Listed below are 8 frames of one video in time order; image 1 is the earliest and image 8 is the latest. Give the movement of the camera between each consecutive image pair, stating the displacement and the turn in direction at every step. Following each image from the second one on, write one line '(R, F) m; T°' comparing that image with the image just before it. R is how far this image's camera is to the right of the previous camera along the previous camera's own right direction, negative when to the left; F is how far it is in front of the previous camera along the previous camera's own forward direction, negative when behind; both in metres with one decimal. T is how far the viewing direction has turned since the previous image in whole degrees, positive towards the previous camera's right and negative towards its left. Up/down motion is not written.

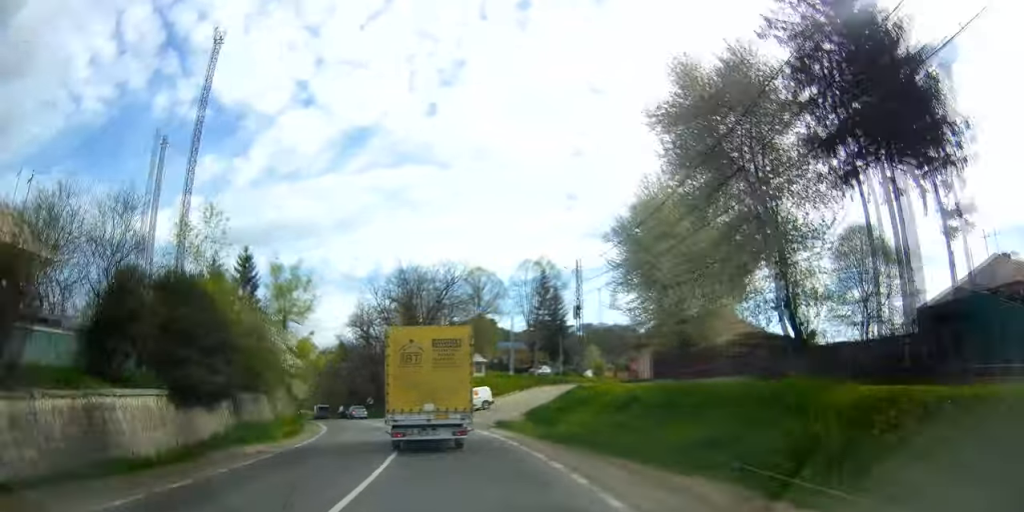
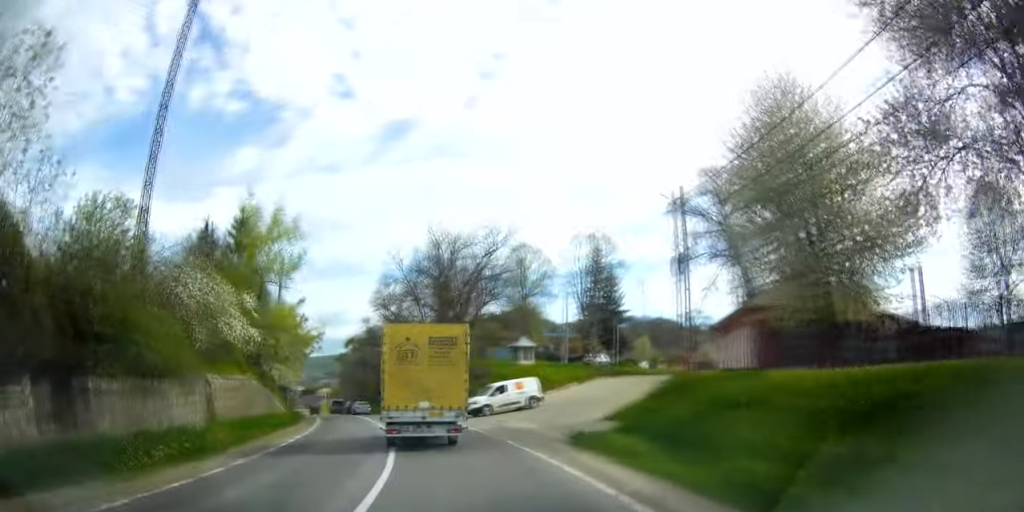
(-0.1, +12.2) m; +2°
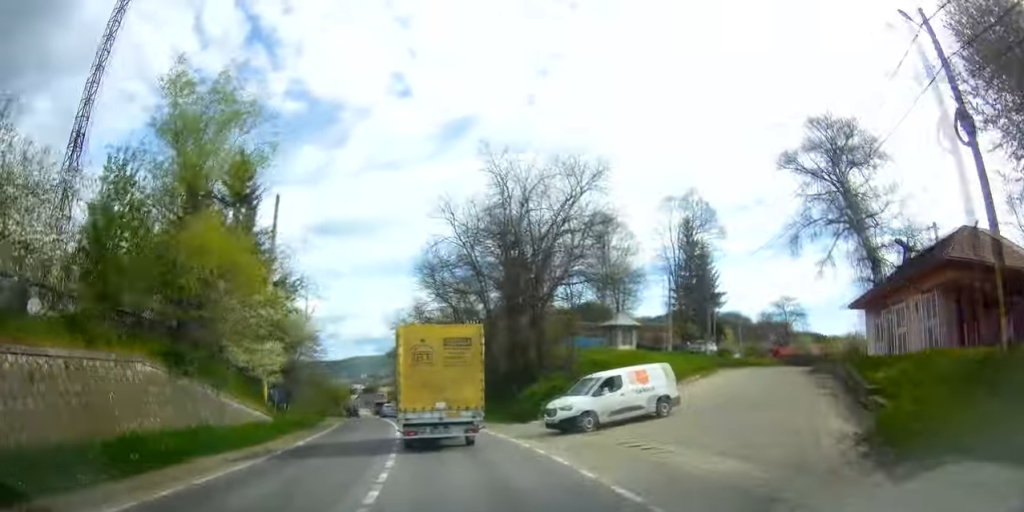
(+0.6, +14.3) m; -5°
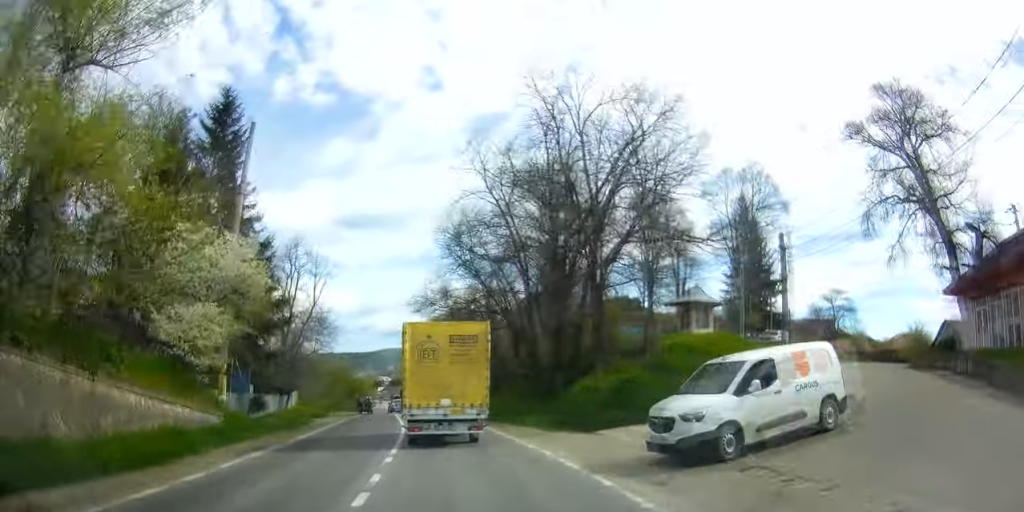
(-0.1, +8.8) m; -5°
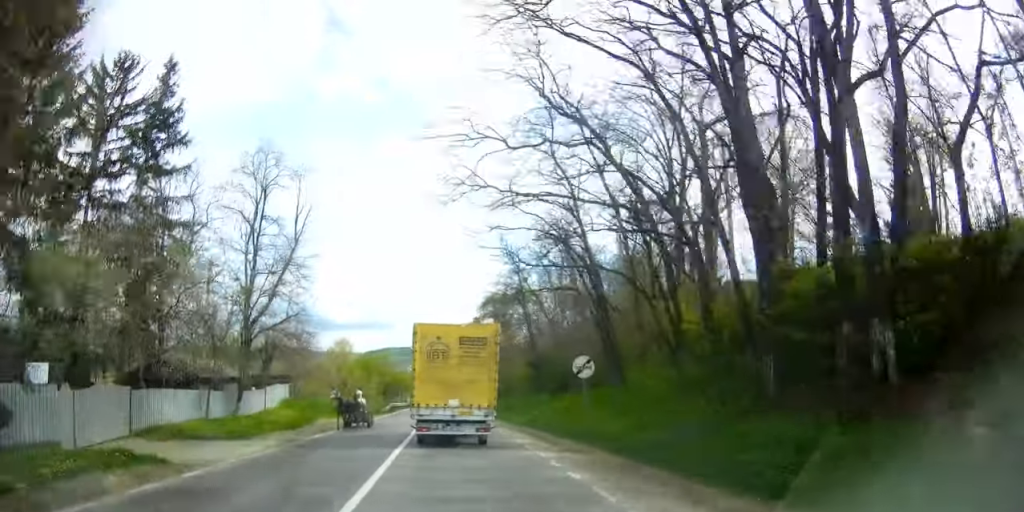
(-3.6, +24.9) m; -9°
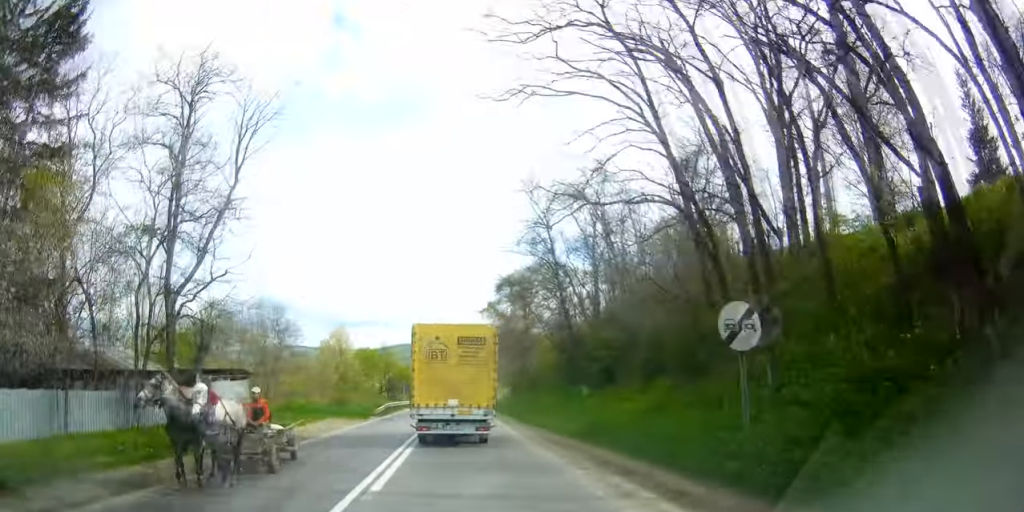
(0.0, +11.9) m; -1°
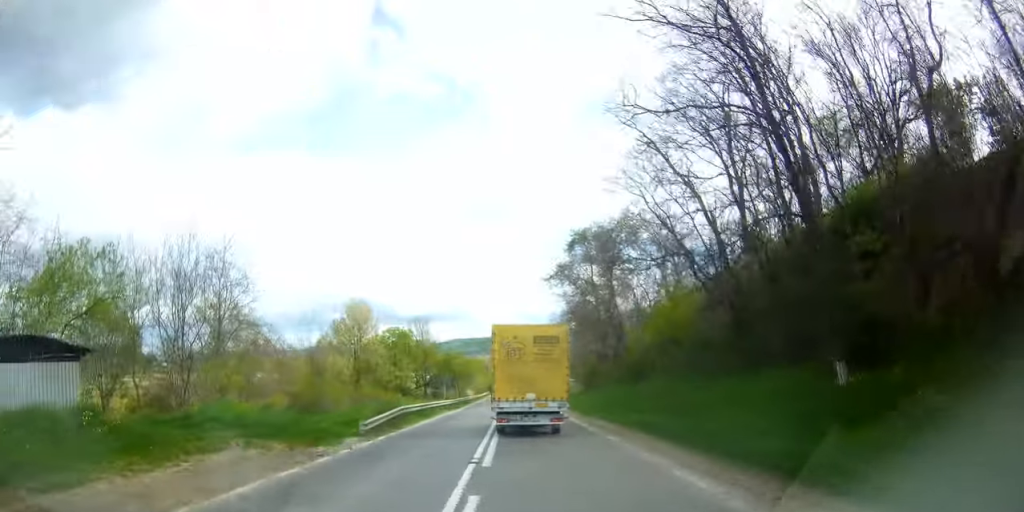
(-0.3, +17.6) m; -1°
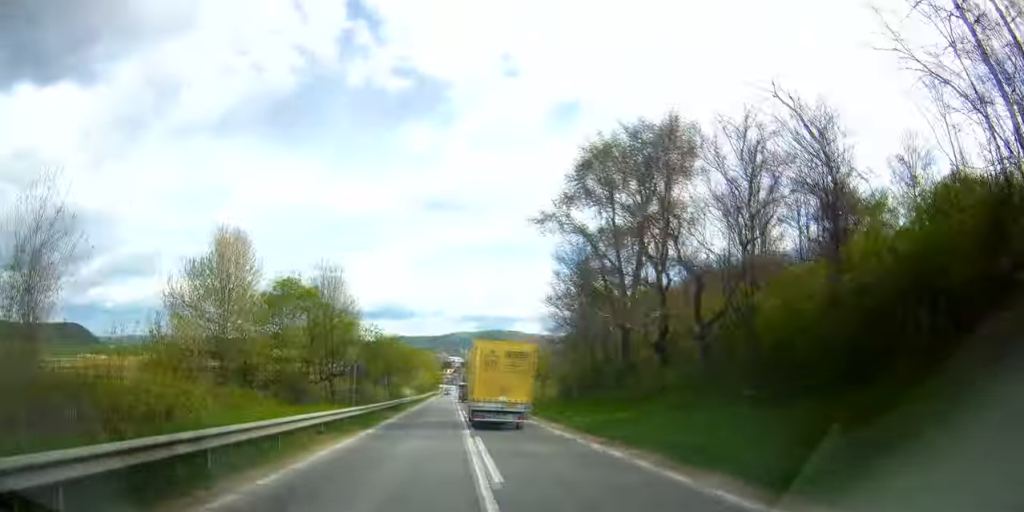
(-0.3, +26.6) m; -3°
